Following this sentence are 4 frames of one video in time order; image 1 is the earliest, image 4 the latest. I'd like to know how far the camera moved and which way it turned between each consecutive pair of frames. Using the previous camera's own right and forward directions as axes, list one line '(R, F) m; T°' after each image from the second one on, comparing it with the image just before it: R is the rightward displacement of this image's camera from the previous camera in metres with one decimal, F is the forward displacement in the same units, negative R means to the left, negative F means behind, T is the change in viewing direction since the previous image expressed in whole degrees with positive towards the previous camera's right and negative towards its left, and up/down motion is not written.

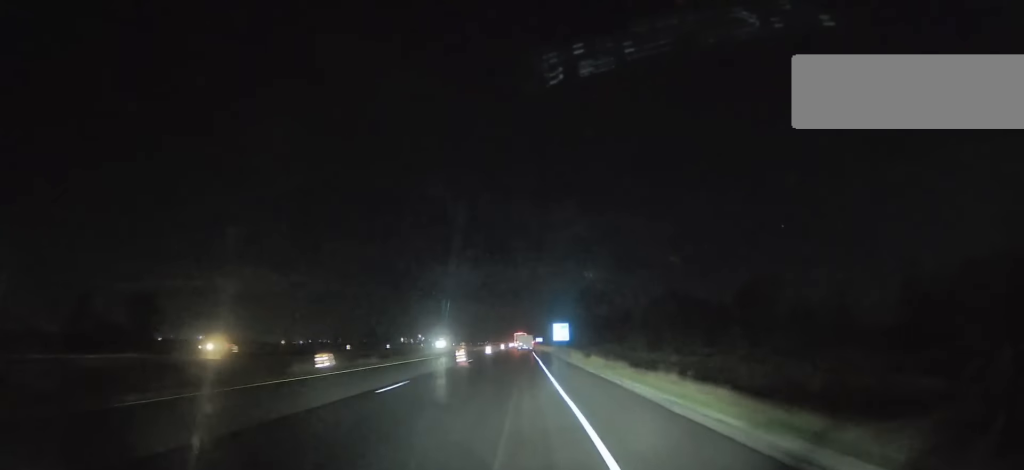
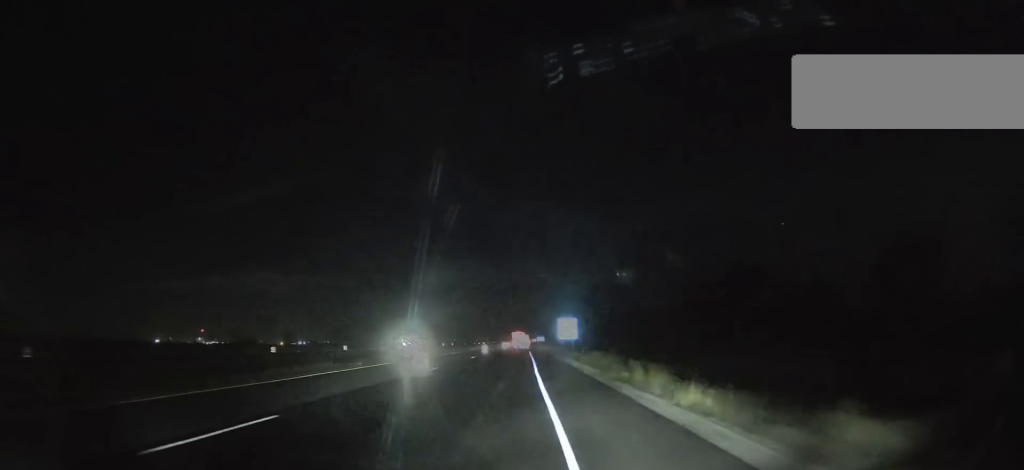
(-0.1, +29.9) m; 0°
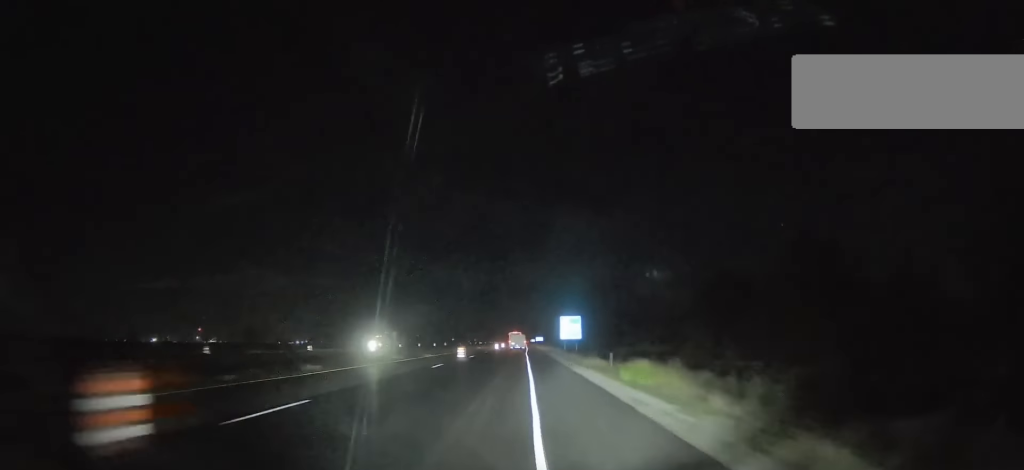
(-0.3, +15.4) m; 0°
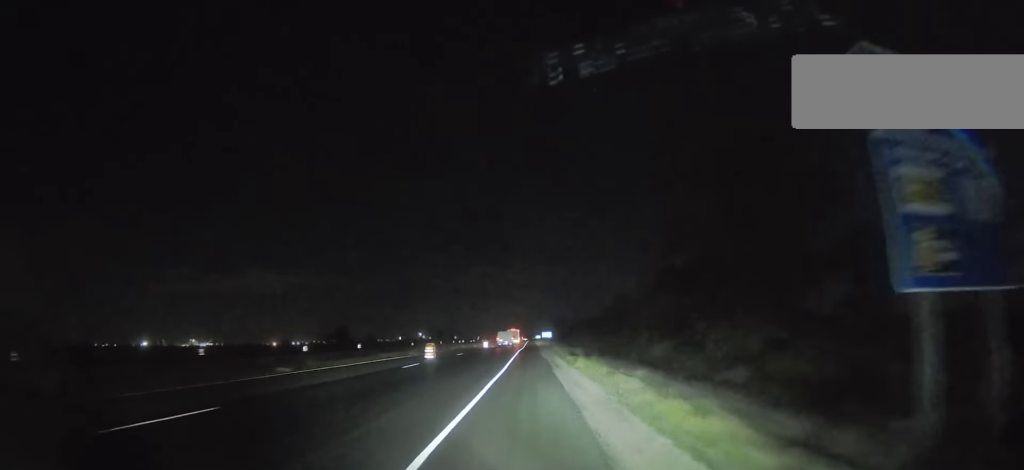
(-1.0, +116.3) m; -1°
